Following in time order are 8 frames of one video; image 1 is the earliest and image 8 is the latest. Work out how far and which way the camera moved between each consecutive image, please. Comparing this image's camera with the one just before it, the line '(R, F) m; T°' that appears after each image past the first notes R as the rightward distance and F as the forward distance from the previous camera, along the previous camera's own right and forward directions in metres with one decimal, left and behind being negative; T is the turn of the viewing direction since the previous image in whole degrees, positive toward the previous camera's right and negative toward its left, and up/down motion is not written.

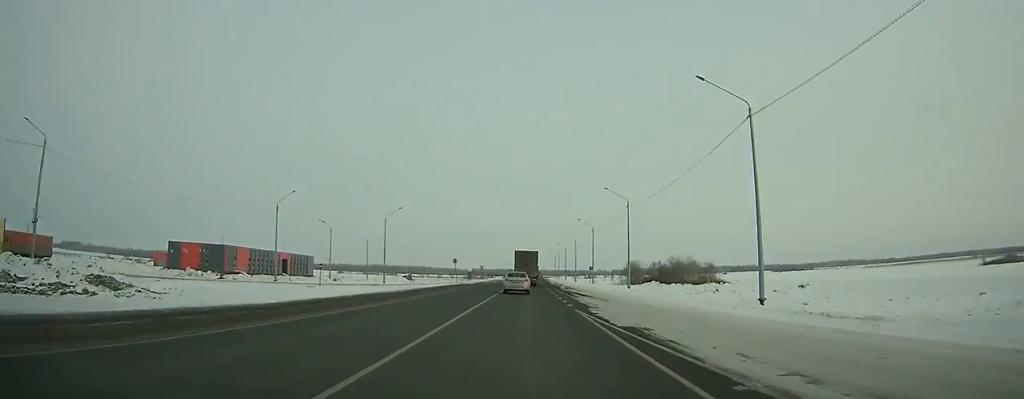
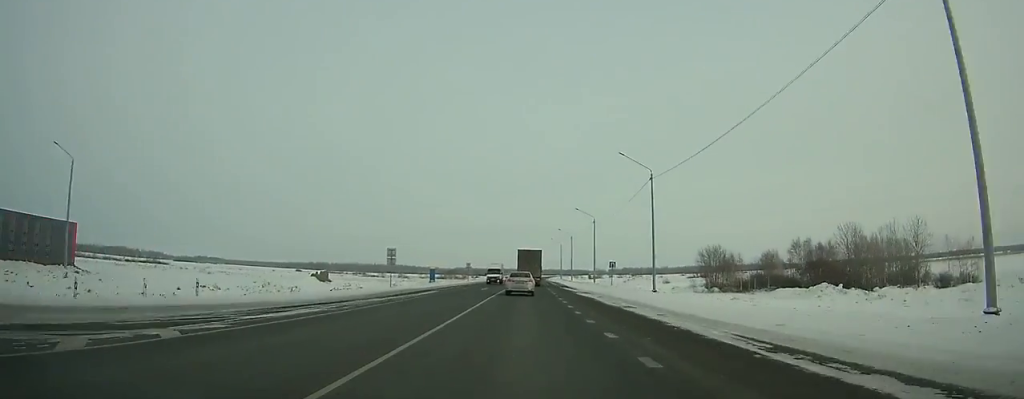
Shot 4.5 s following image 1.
(+0.7, +97.9) m; +1°
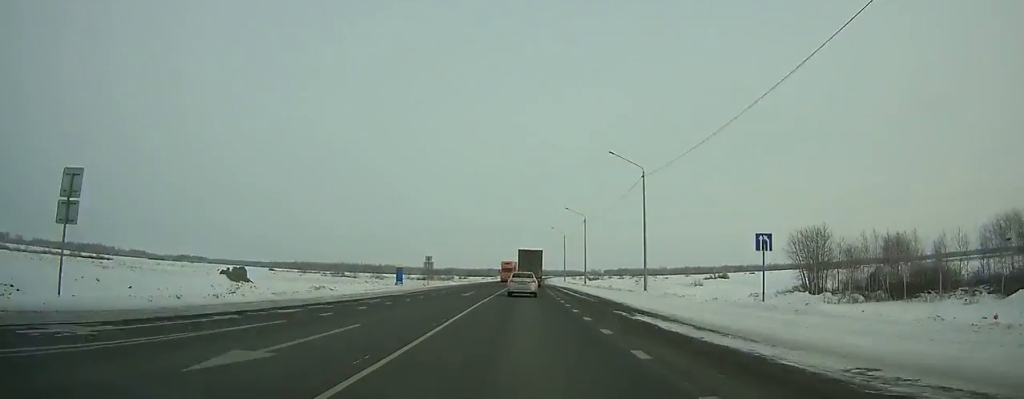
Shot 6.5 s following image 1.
(+0.4, +43.4) m; +1°
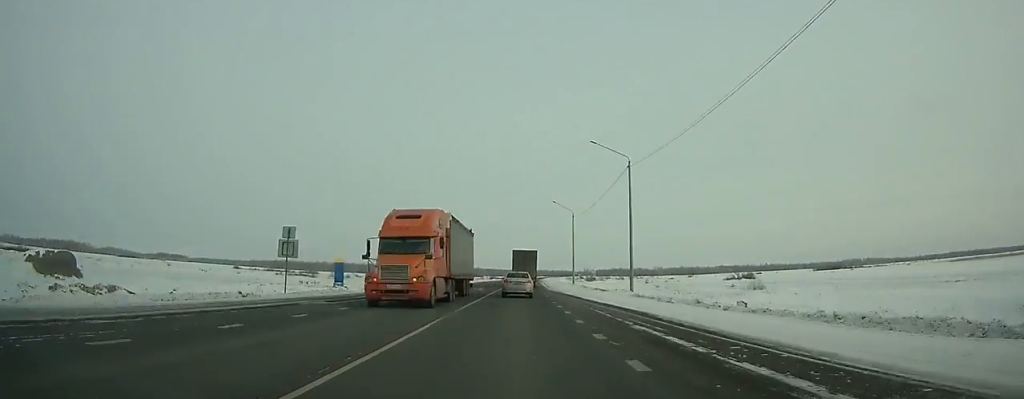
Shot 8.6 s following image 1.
(+0.4, +45.6) m; +1°
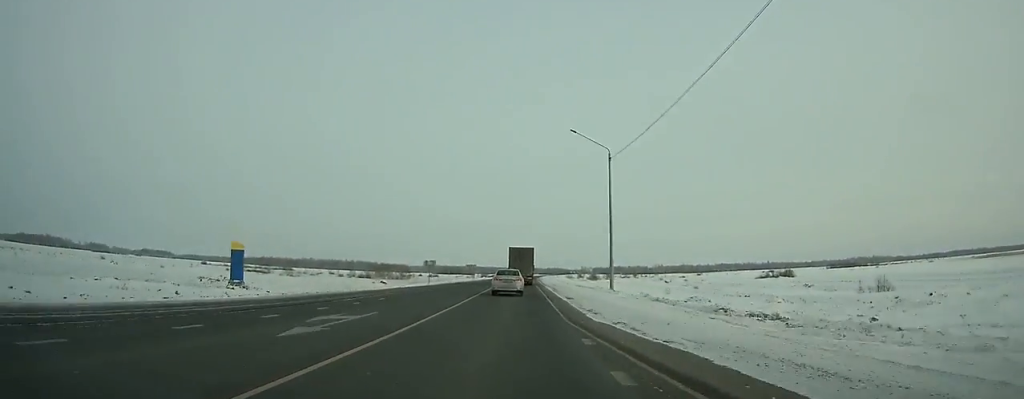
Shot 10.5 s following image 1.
(+0.2, +41.2) m; 0°
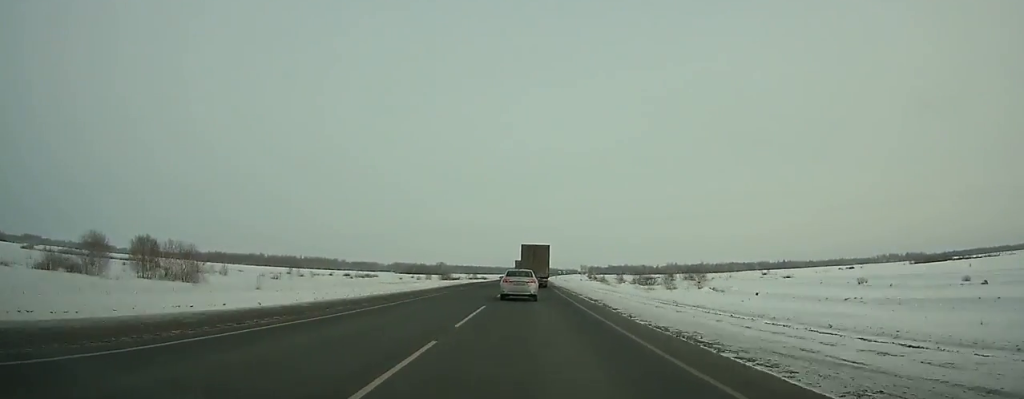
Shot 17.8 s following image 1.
(+2.0, +155.0) m; +2°
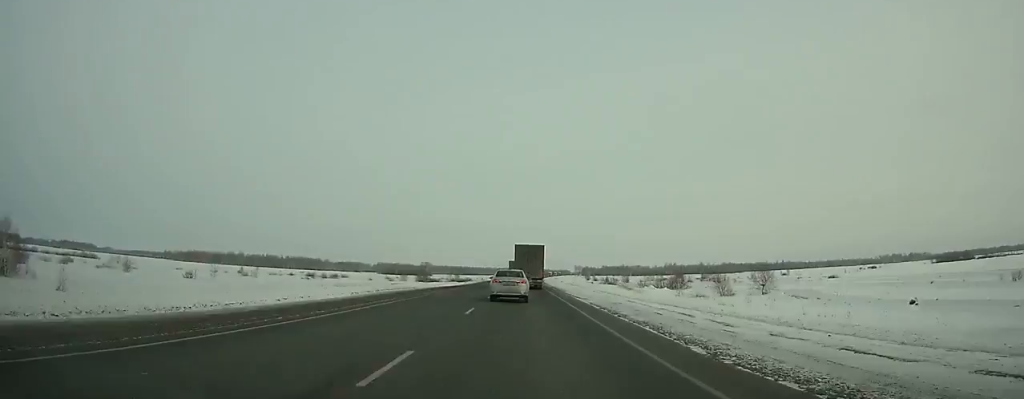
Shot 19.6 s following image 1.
(+0.2, +37.1) m; 0°
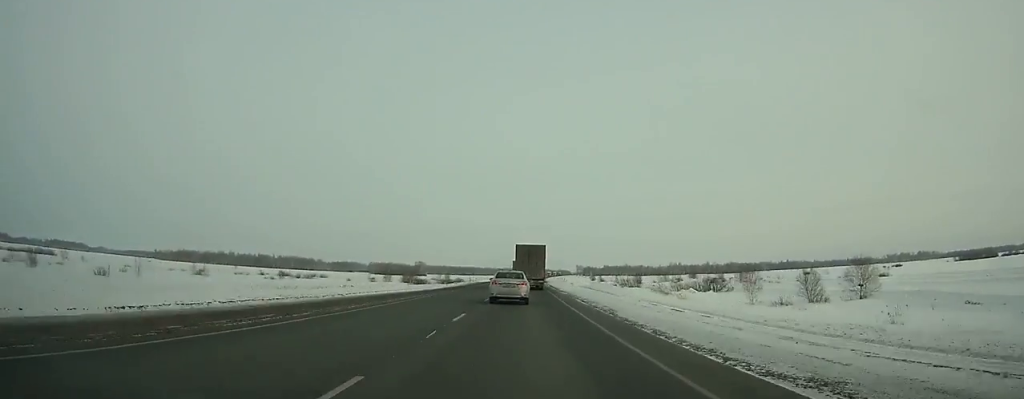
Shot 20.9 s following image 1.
(+0.1, +26.4) m; 0°
